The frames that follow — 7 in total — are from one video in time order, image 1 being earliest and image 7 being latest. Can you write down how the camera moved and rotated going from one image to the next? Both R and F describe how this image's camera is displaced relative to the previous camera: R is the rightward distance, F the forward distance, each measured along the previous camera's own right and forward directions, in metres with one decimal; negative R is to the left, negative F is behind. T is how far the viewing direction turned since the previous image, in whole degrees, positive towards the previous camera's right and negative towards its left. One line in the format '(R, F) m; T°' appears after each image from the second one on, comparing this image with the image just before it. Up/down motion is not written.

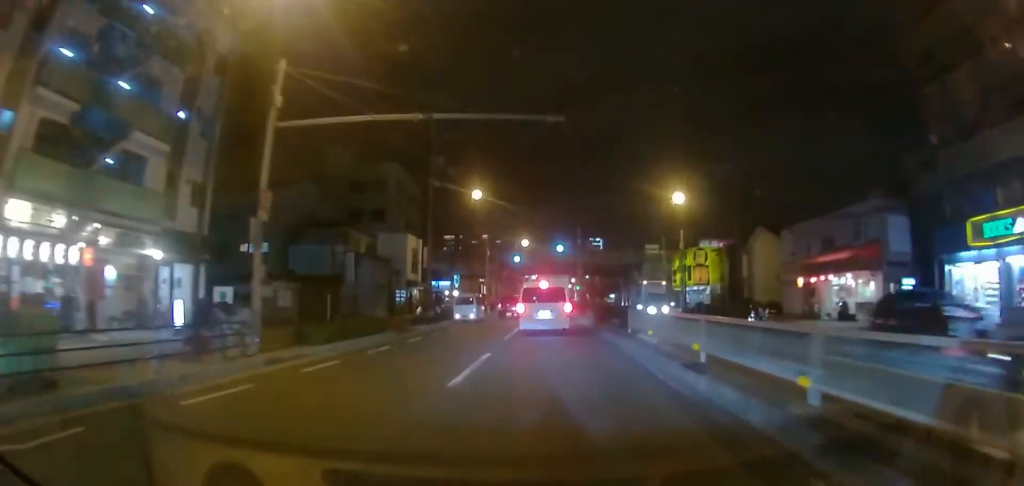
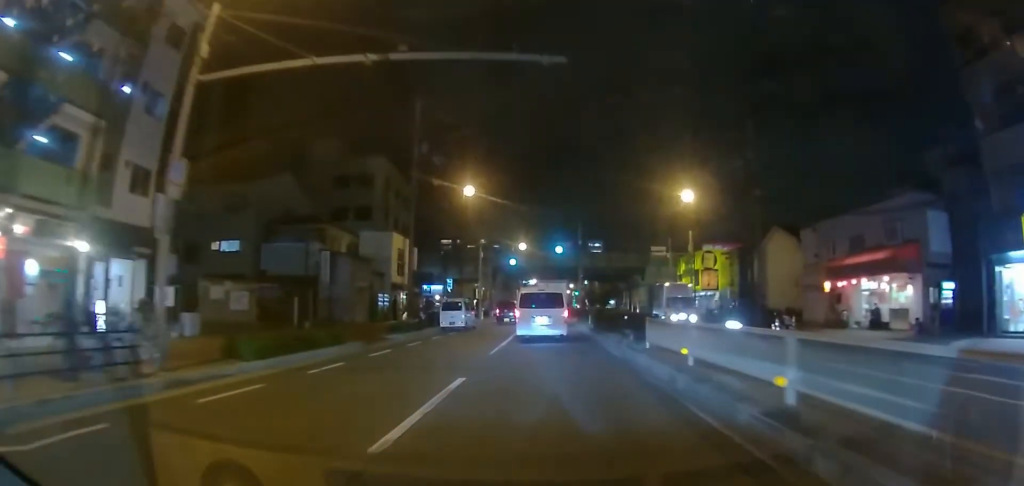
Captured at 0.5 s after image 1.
(0.0, +3.7) m; +1°
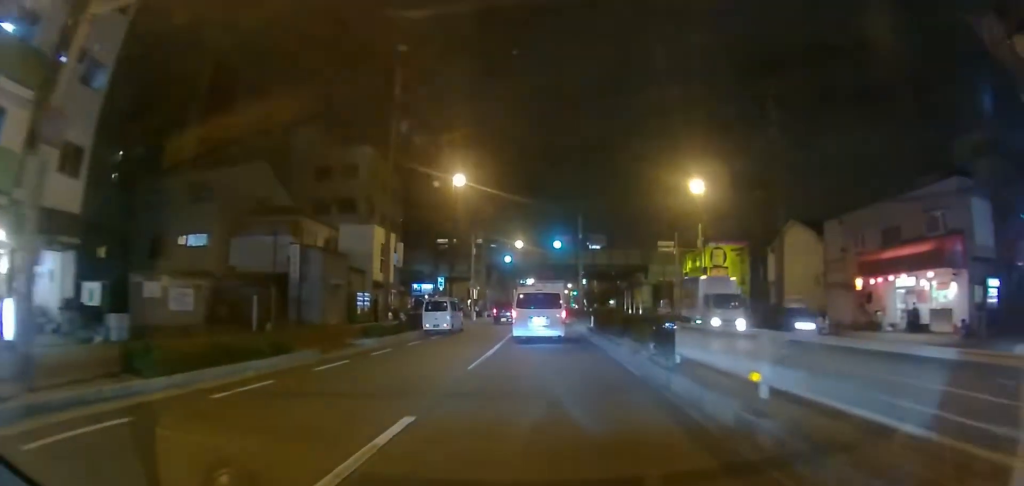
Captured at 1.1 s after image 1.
(0.0, +3.6) m; +1°
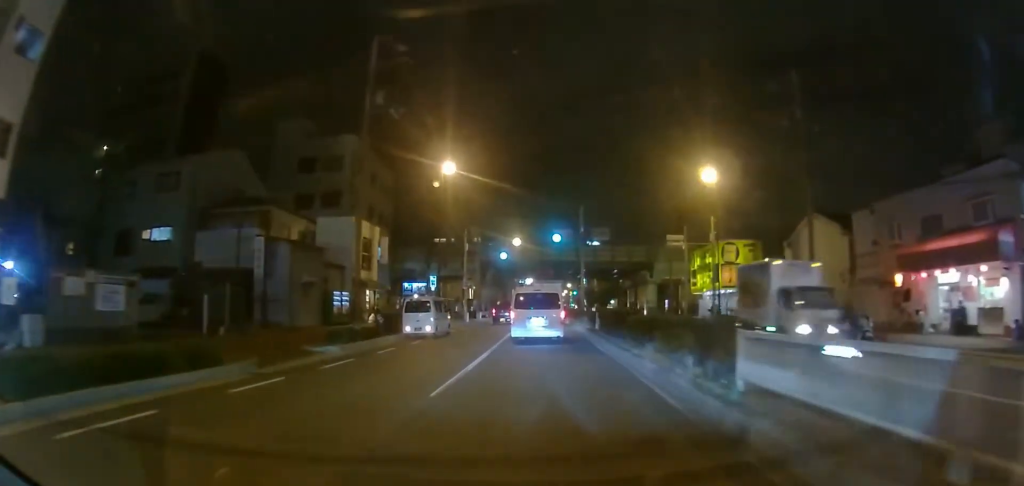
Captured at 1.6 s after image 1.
(+0.1, +3.4) m; -1°
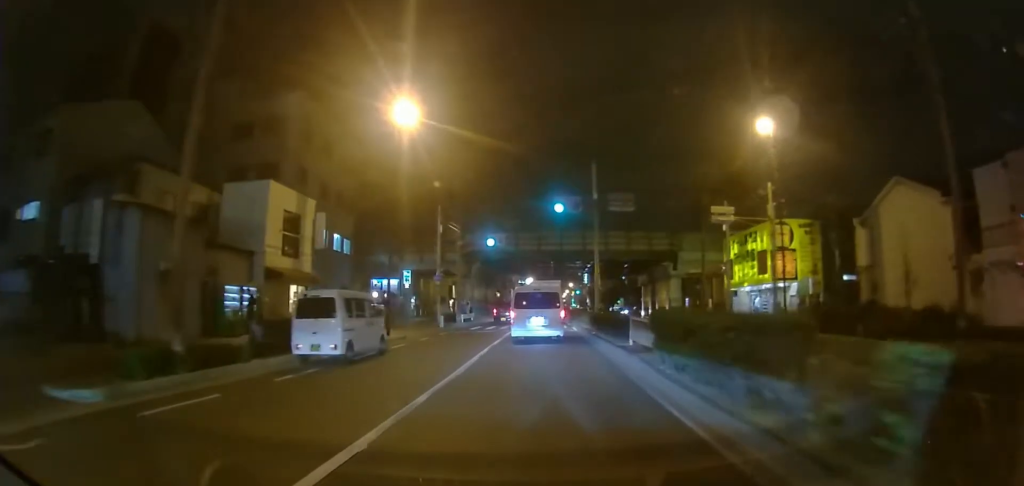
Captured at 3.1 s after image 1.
(-0.4, +10.4) m; -2°
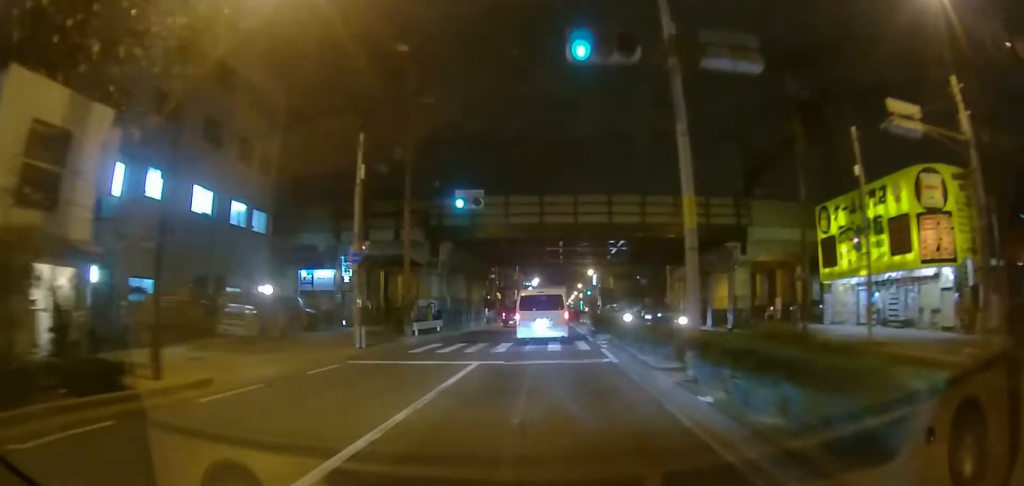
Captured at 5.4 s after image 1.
(+0.2, +14.9) m; -2°
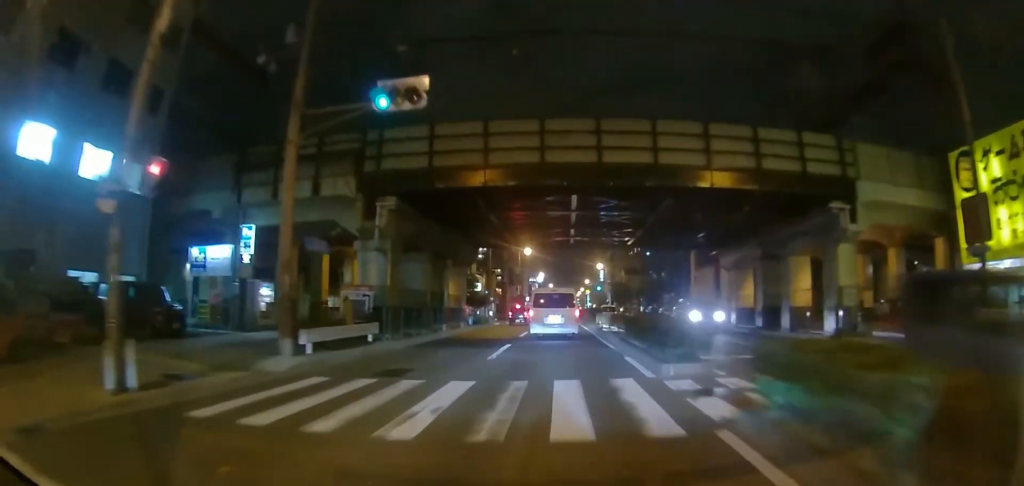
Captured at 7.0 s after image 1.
(-0.1, +10.6) m; 0°
